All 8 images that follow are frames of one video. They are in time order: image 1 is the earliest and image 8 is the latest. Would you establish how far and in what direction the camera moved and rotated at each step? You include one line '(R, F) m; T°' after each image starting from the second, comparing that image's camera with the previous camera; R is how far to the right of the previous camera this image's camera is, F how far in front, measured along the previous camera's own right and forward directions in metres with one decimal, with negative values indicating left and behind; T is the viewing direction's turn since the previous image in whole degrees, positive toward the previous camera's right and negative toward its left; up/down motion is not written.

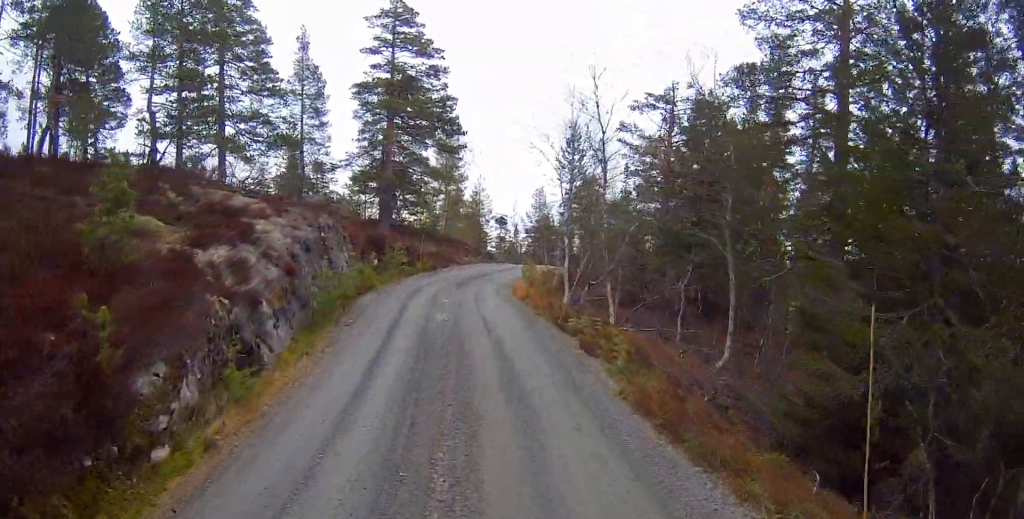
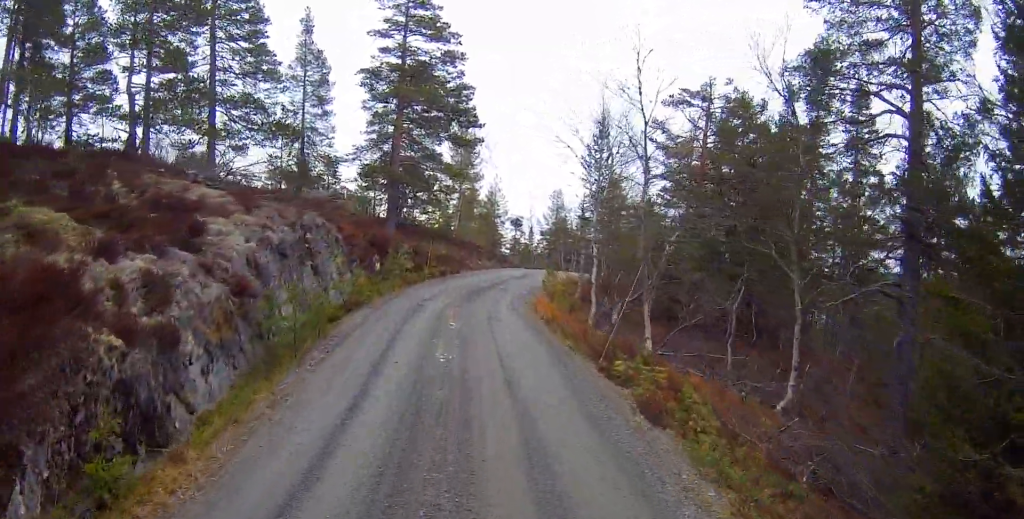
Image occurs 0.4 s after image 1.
(-0.3, +3.0) m; -1°
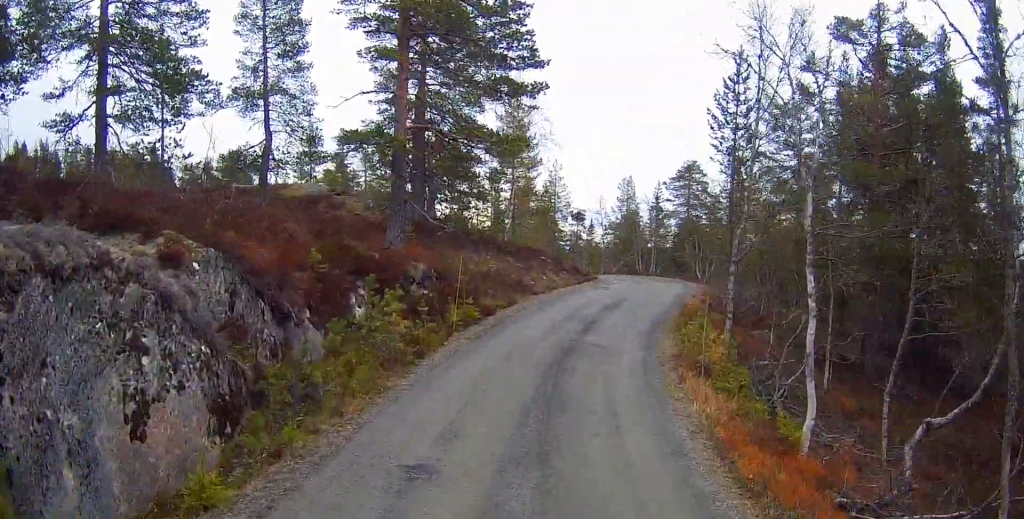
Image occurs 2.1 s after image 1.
(-0.2, +11.6) m; -1°
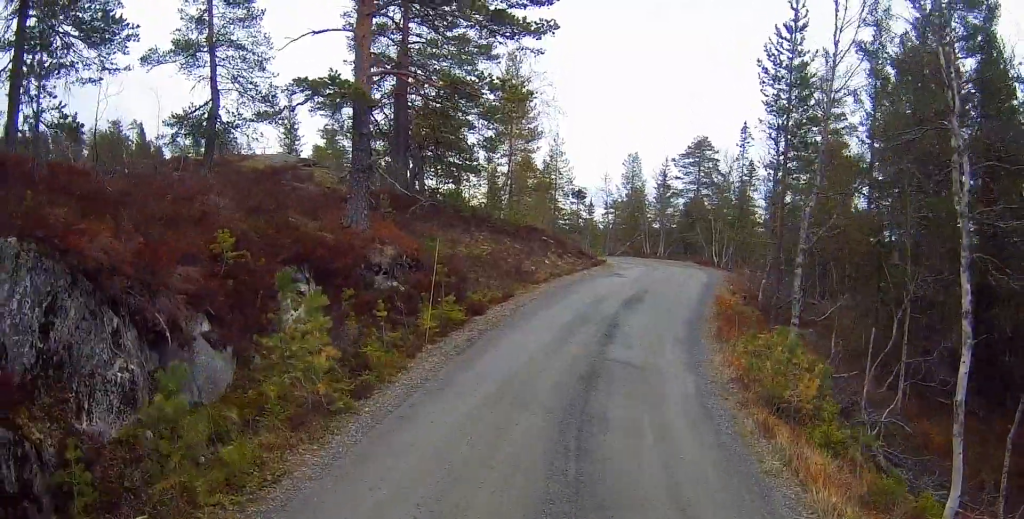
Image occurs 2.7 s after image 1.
(-0.2, +3.7) m; +1°
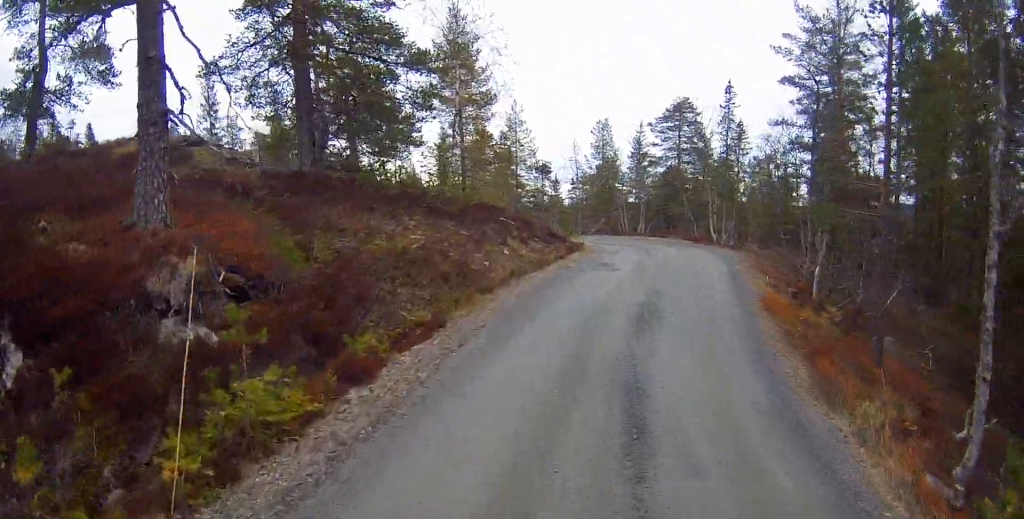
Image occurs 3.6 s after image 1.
(+0.2, +6.2) m; +2°
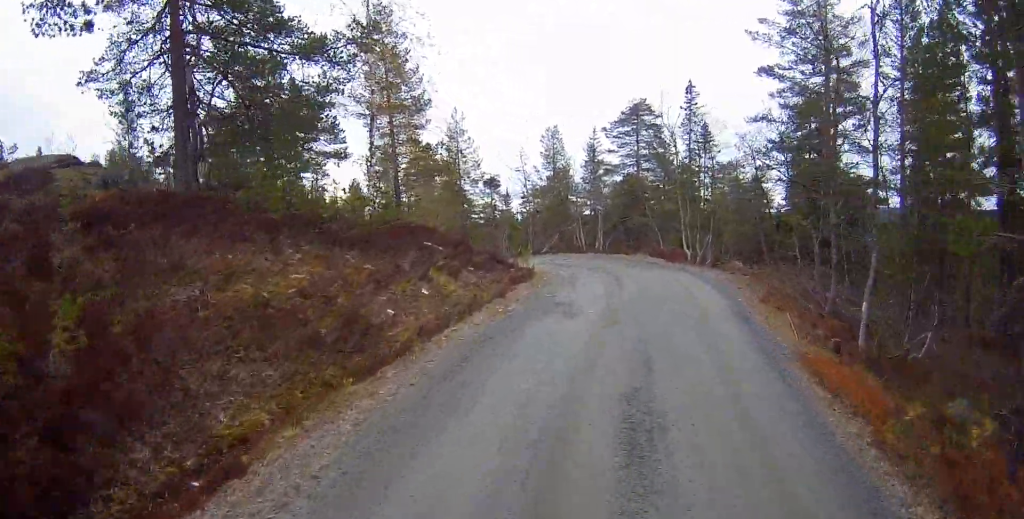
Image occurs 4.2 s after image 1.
(0.0, +4.3) m; +3°
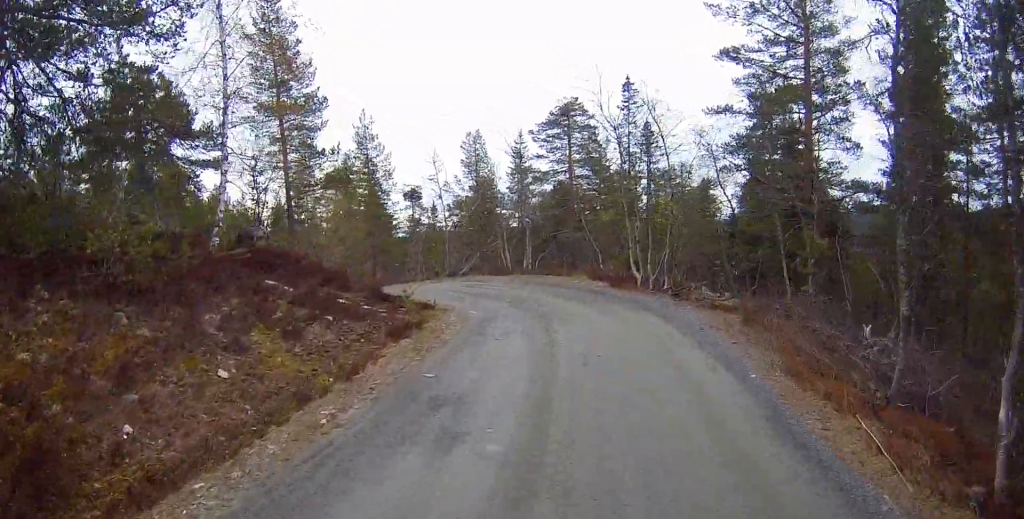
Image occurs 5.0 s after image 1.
(-0.2, +5.0) m; +5°
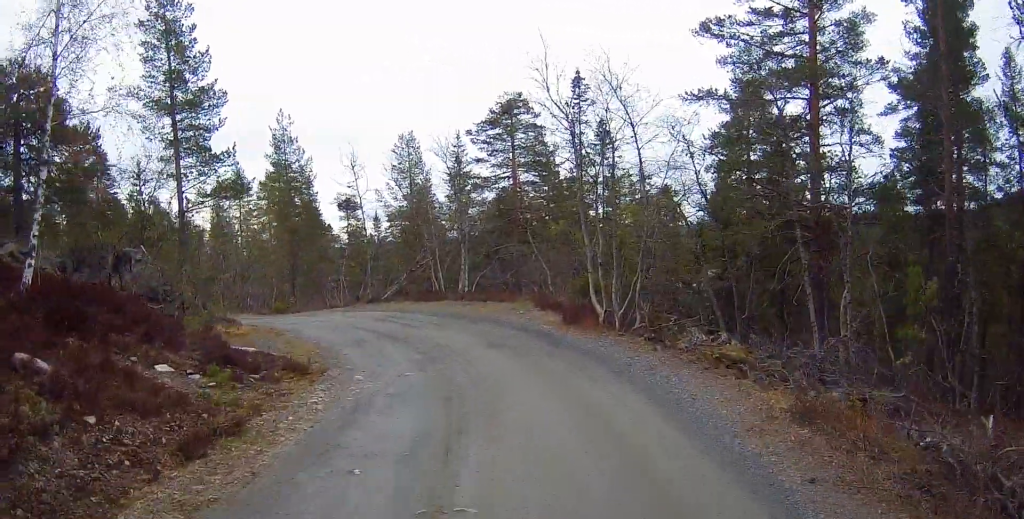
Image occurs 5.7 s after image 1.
(+0.6, +4.9) m; +7°
